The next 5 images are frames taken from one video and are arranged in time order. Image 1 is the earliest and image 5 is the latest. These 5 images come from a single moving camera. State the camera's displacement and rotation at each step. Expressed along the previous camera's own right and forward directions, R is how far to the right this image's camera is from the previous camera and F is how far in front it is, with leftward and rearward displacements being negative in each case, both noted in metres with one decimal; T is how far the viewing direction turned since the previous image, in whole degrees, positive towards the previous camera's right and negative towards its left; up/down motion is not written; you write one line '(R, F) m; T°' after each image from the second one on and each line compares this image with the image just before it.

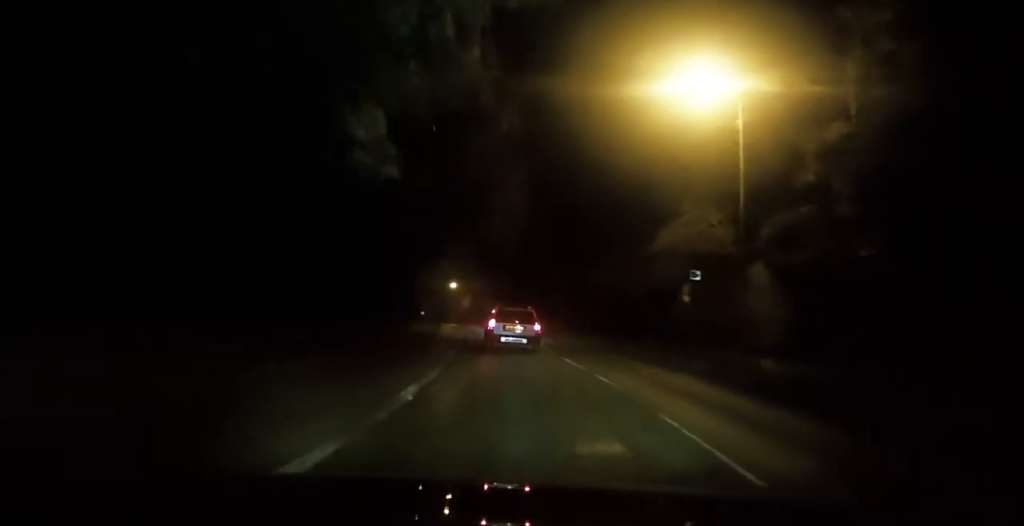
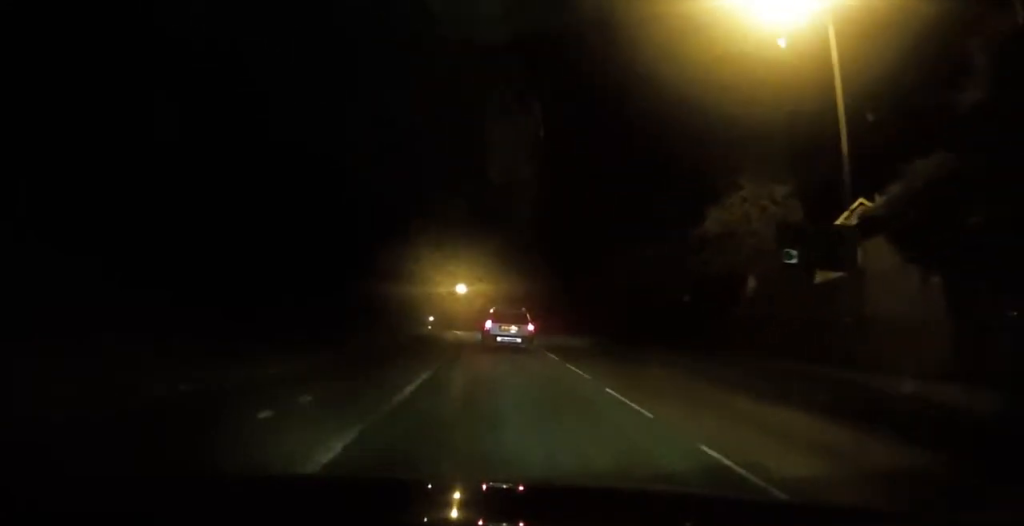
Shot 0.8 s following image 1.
(+0.1, +7.2) m; 0°
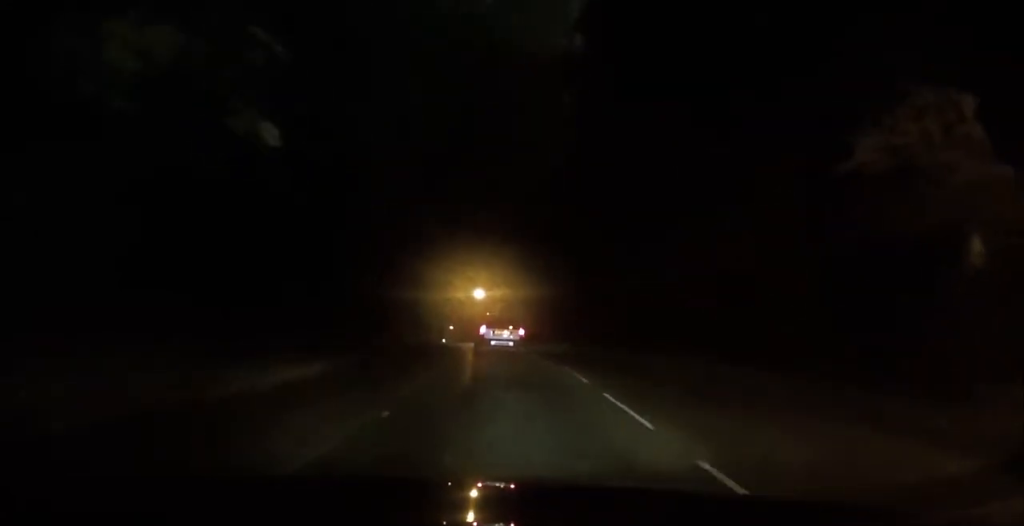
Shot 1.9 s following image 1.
(0.0, +12.0) m; +2°
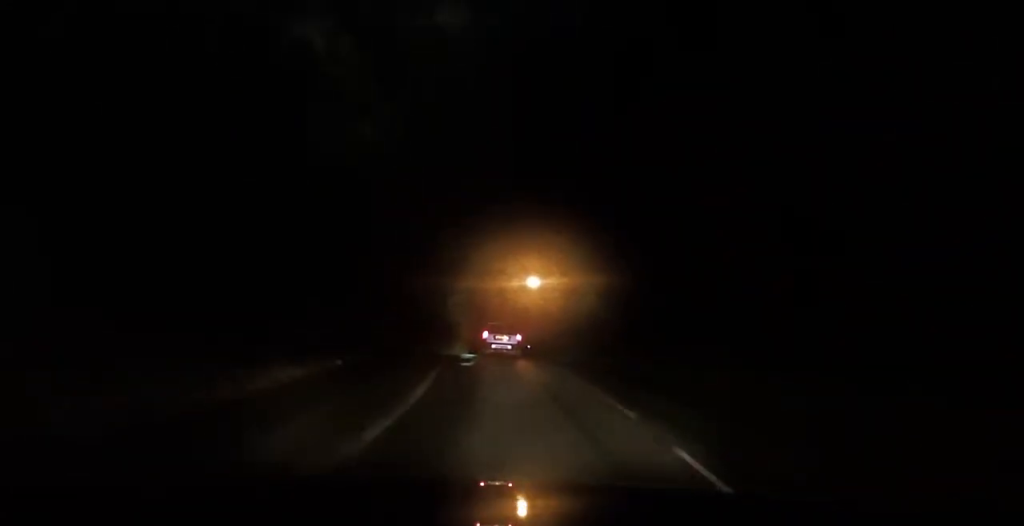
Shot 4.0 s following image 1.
(+0.8, +23.2) m; +2°
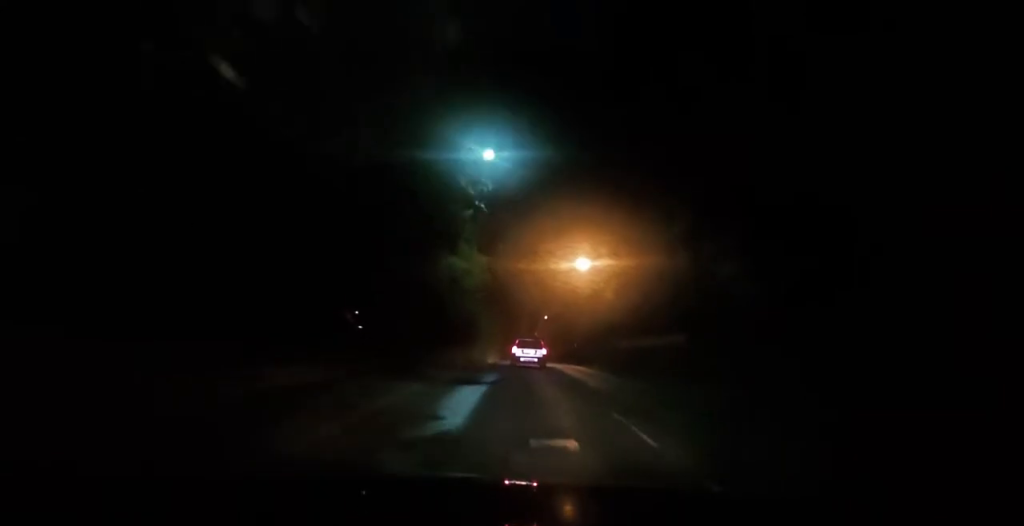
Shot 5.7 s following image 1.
(0.0, +19.1) m; 0°
